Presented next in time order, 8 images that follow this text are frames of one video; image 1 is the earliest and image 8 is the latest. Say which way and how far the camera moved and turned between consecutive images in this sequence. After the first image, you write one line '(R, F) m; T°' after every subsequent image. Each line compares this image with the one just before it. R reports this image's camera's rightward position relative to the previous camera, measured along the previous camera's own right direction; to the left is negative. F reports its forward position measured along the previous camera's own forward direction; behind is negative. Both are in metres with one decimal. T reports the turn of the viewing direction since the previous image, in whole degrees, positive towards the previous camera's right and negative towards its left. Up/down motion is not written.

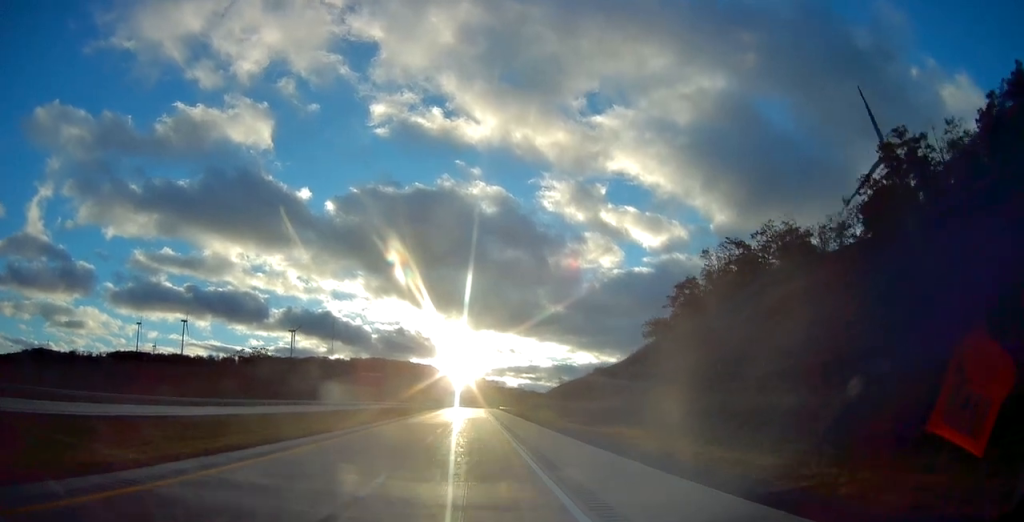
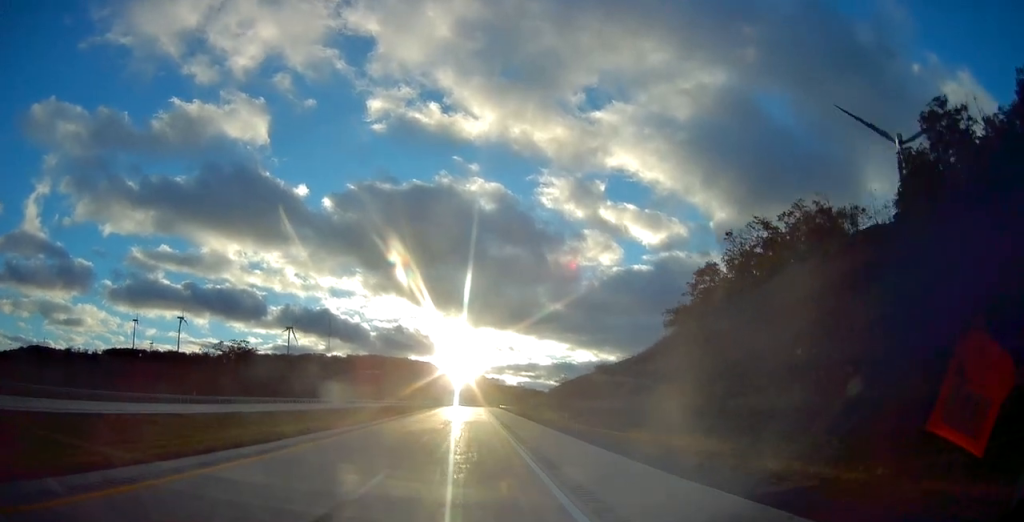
(0.0, +12.7) m; 0°
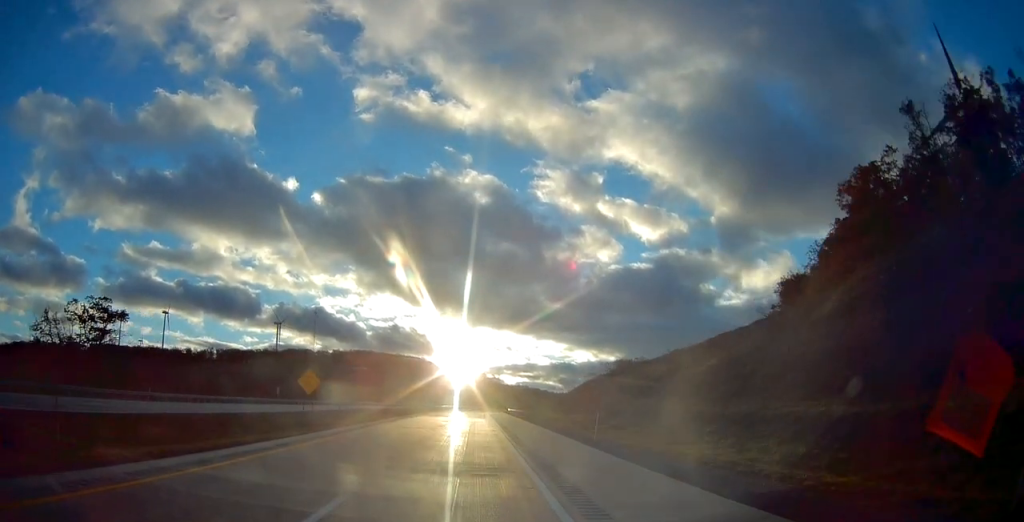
(-0.1, +55.1) m; 0°
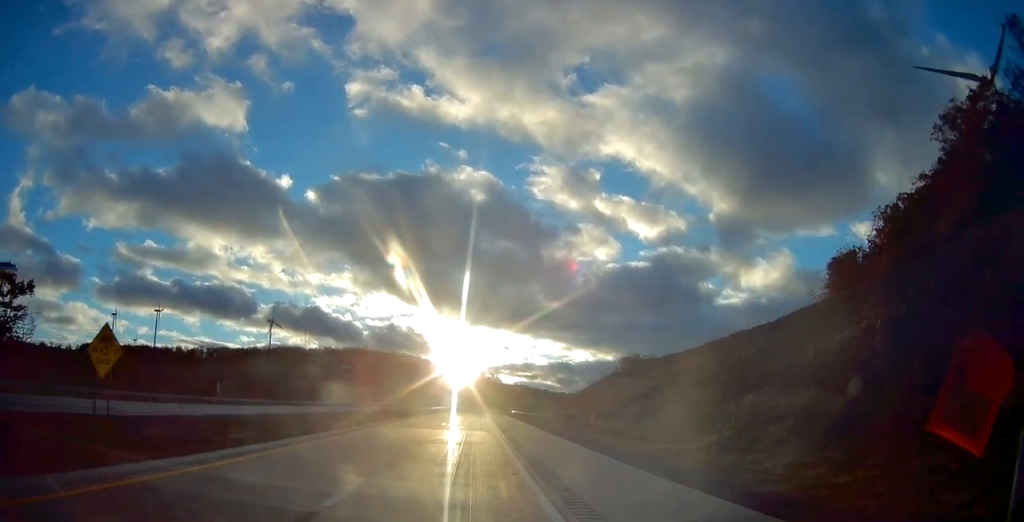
(0.0, +22.1) m; 0°
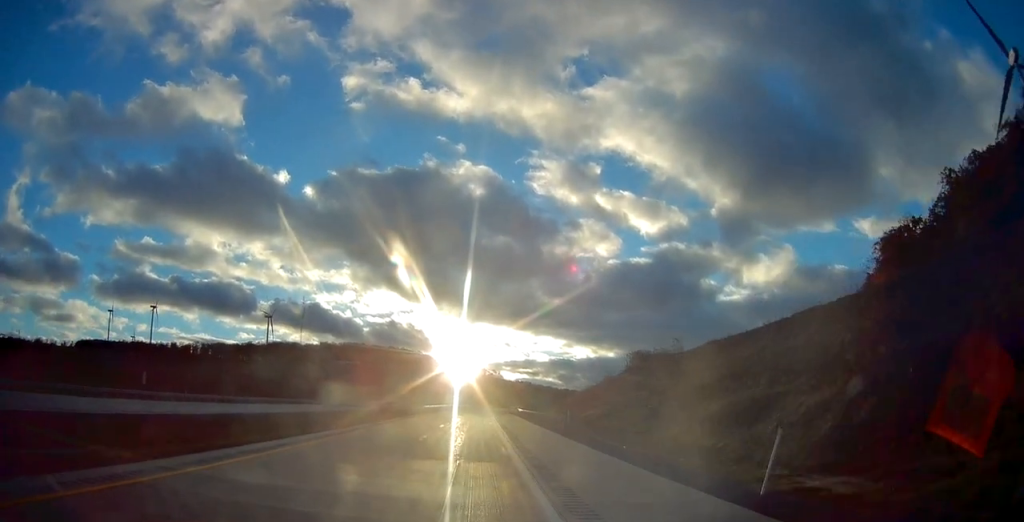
(0.0, +18.3) m; 0°
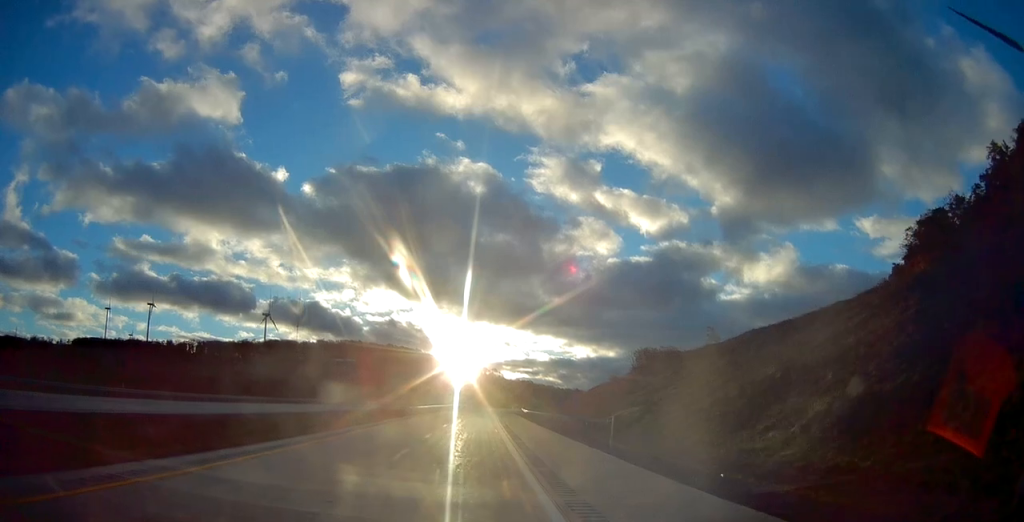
(0.0, +11.5) m; 0°
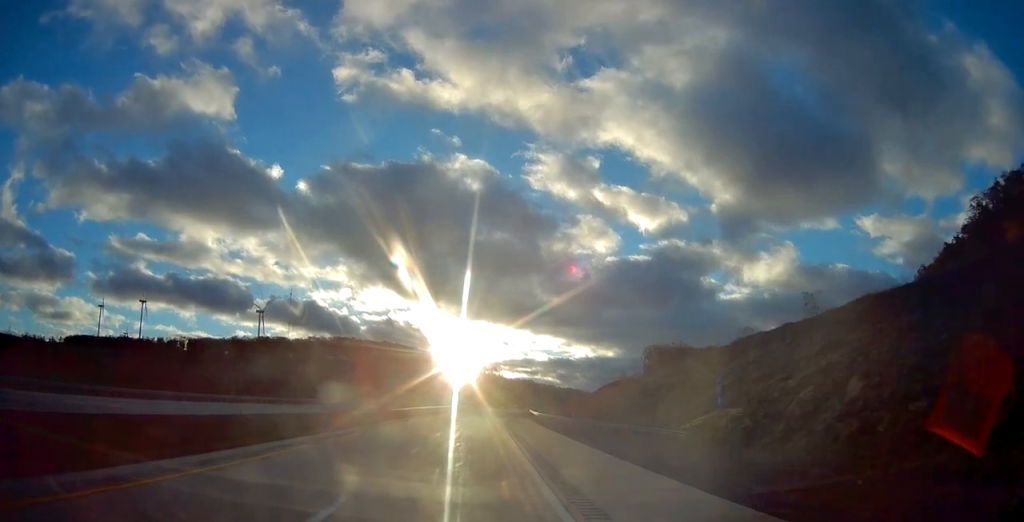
(0.0, +21.1) m; 0°
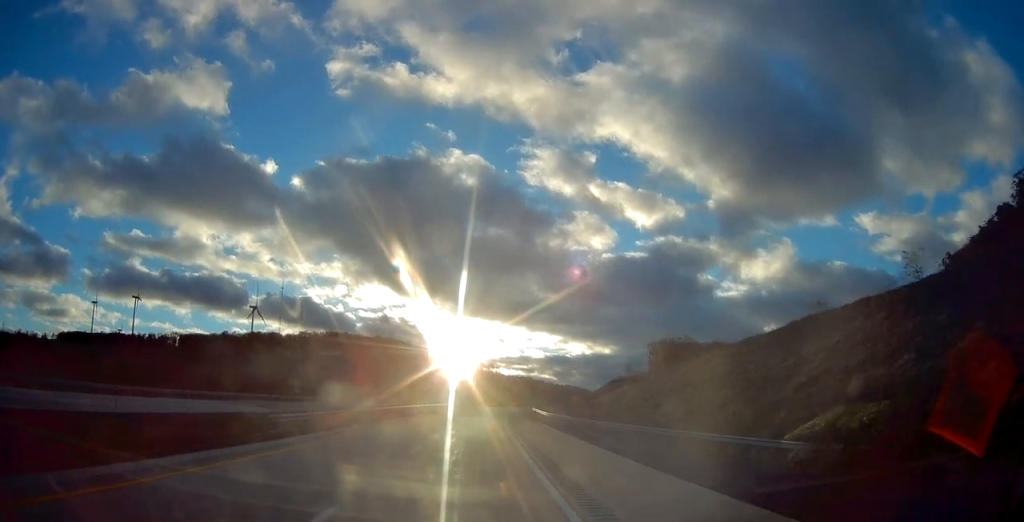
(0.0, +13.4) m; 0°
